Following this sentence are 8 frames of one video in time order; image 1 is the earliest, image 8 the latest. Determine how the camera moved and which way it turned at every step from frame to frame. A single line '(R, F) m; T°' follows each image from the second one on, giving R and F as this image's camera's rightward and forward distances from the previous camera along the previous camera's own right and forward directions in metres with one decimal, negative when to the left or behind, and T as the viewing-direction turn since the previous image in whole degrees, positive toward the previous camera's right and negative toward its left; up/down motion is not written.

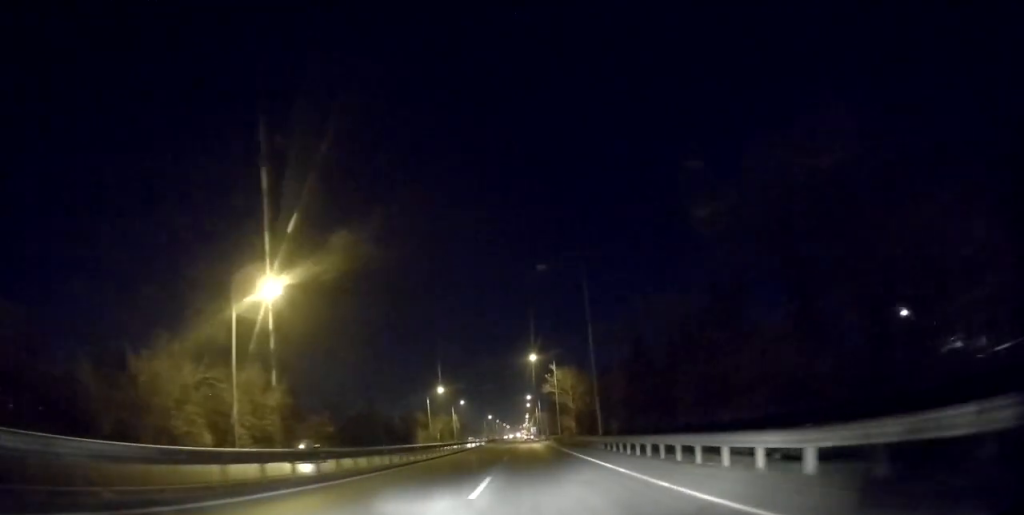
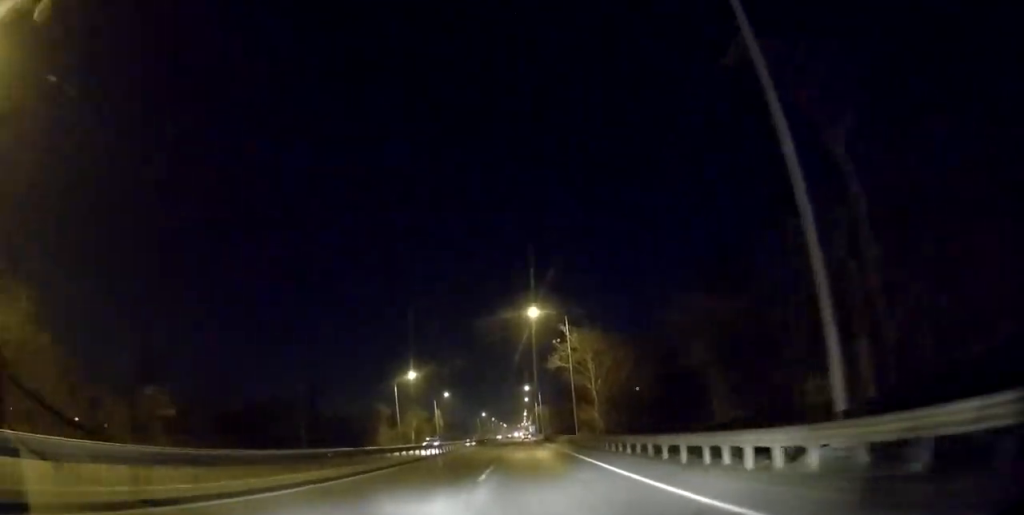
(-0.7, +31.0) m; -4°
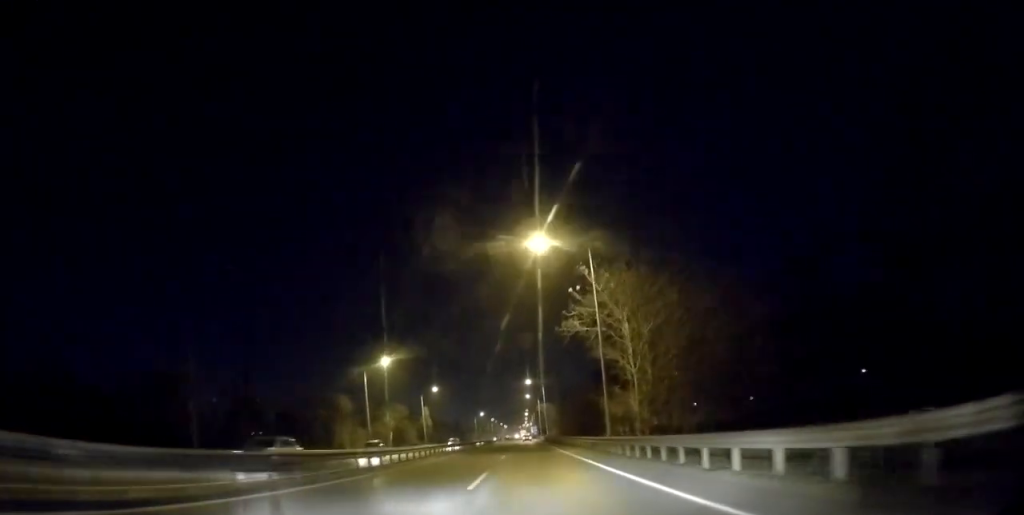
(-0.6, +20.2) m; -2°
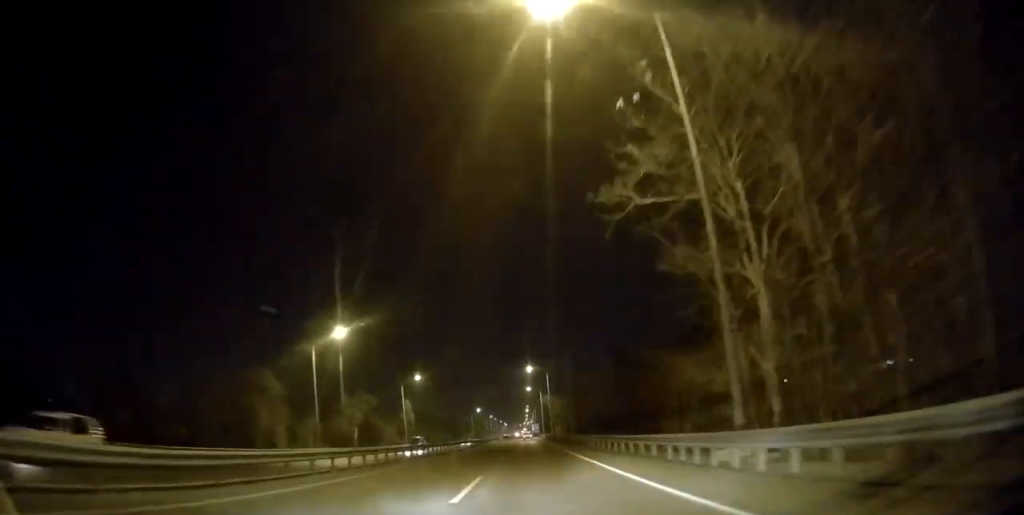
(+0.1, +20.6) m; 0°
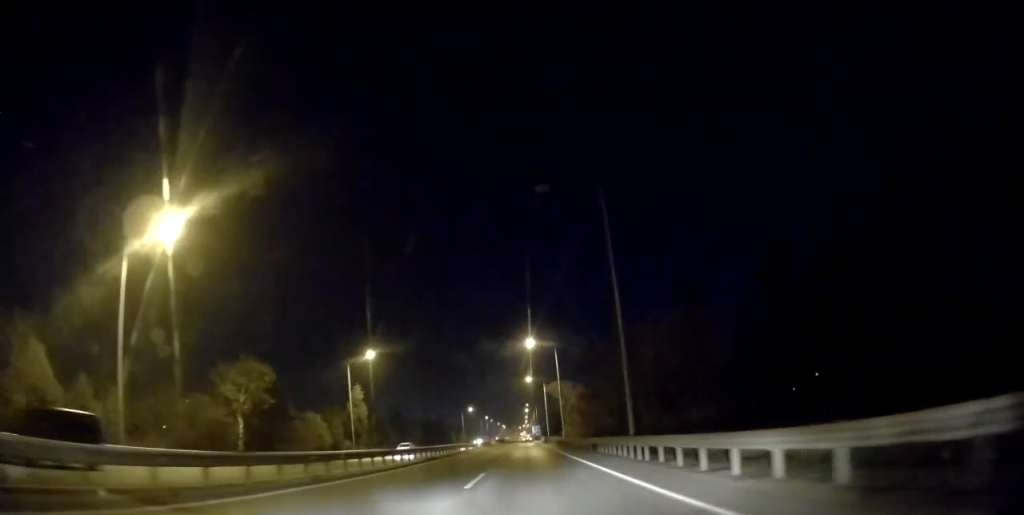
(-0.5, +32.3) m; -1°
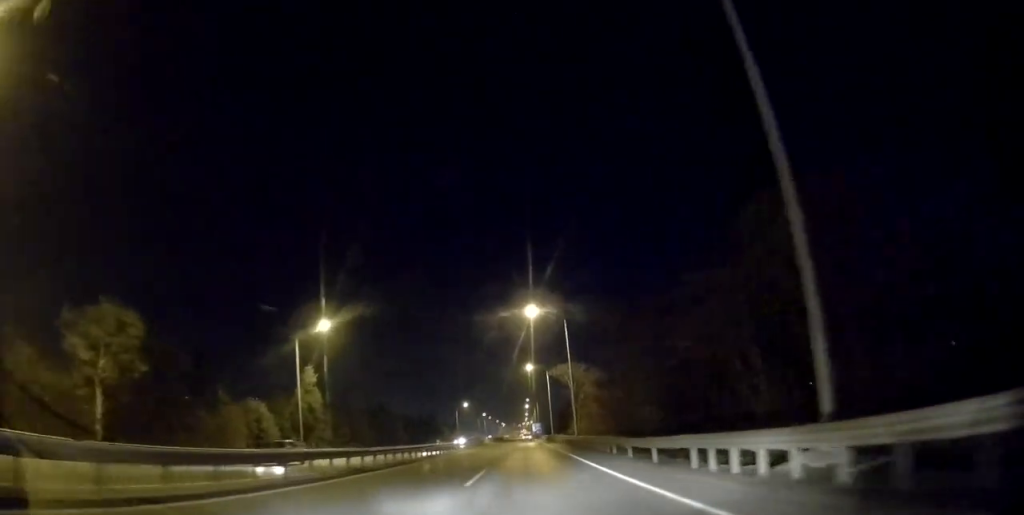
(0.0, +17.3) m; +1°
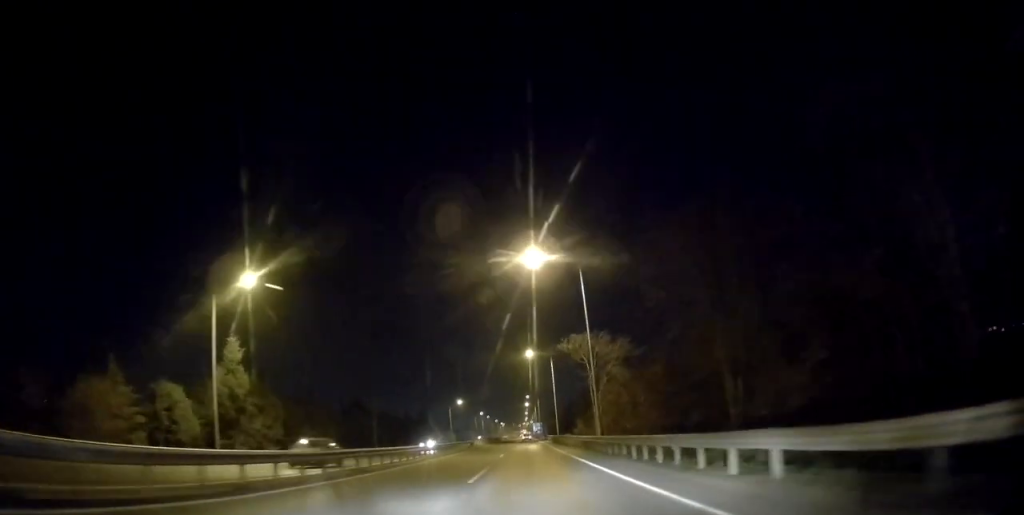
(+0.1, +16.4) m; +1°
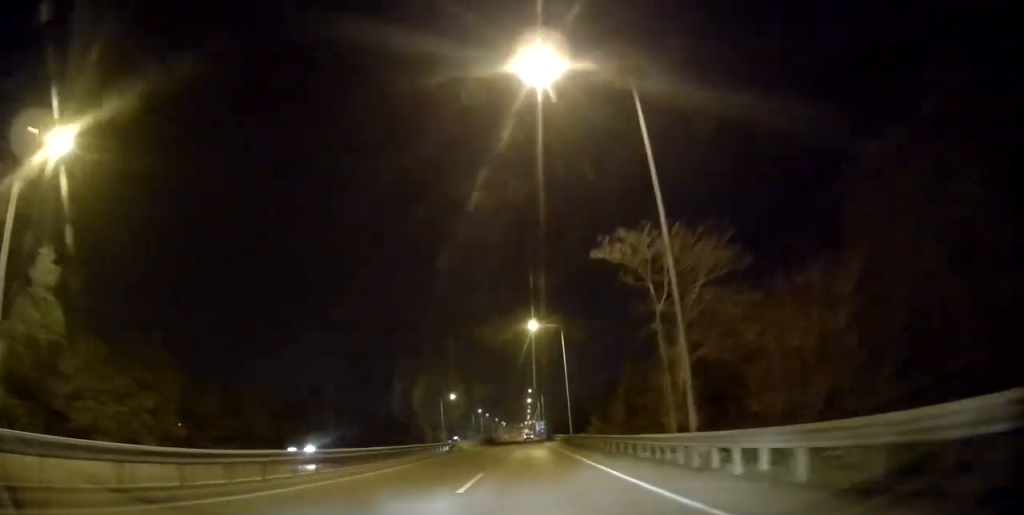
(+0.3, +20.5) m; 0°
